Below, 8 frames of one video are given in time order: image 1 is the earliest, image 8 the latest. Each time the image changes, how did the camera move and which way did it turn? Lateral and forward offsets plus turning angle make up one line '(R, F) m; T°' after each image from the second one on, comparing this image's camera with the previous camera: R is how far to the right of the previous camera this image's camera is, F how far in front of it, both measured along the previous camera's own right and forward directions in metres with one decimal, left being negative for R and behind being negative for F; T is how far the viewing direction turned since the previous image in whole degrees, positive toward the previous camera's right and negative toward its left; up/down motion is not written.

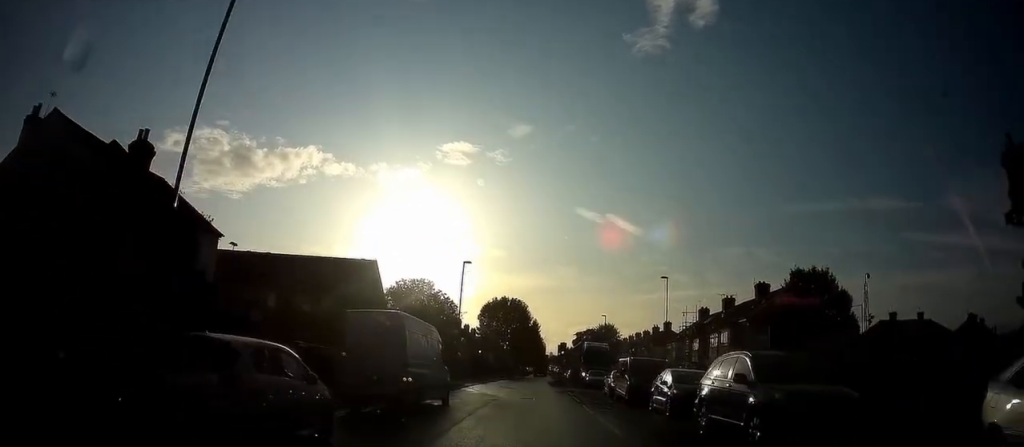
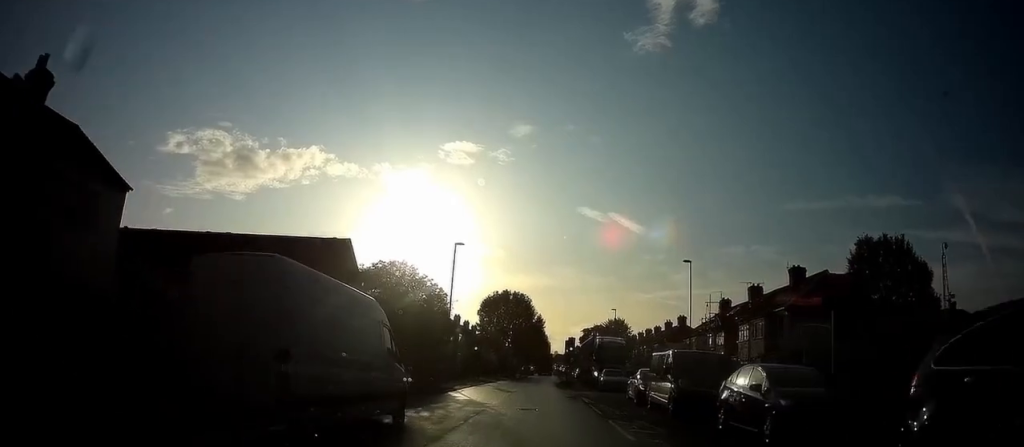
(0.0, +7.4) m; 0°
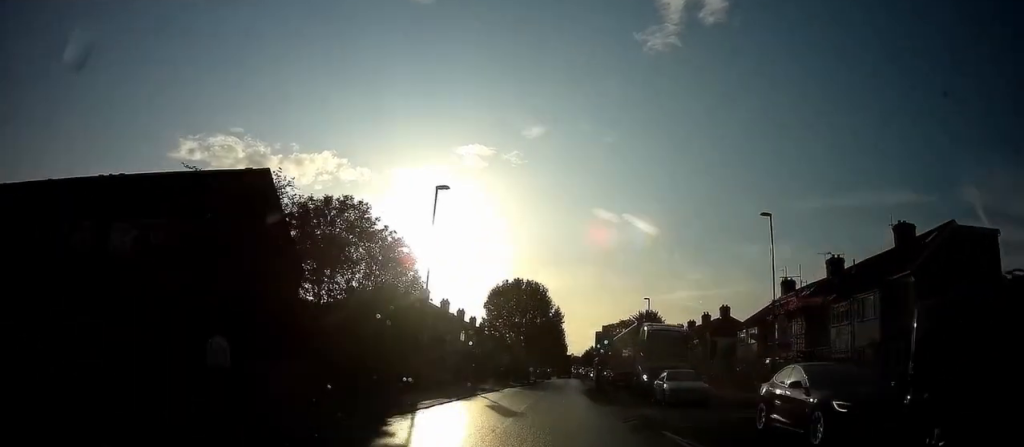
(0.0, +14.5) m; 0°
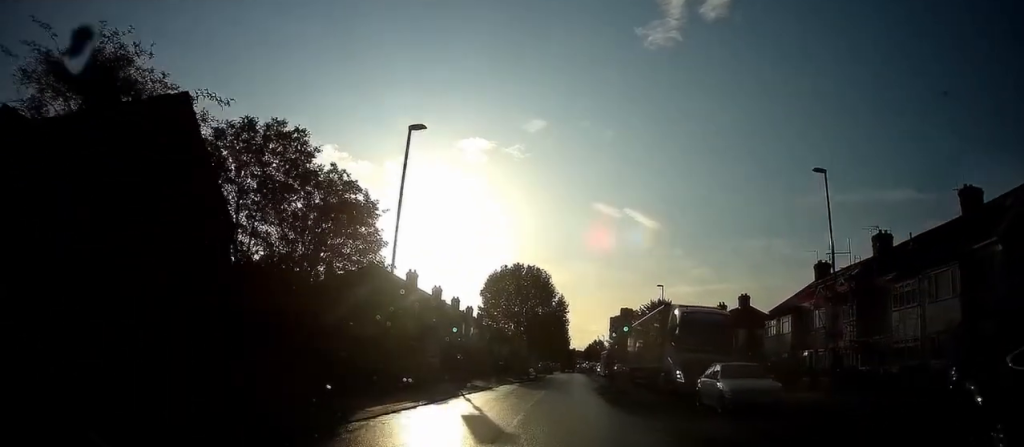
(0.0, +6.9) m; +1°
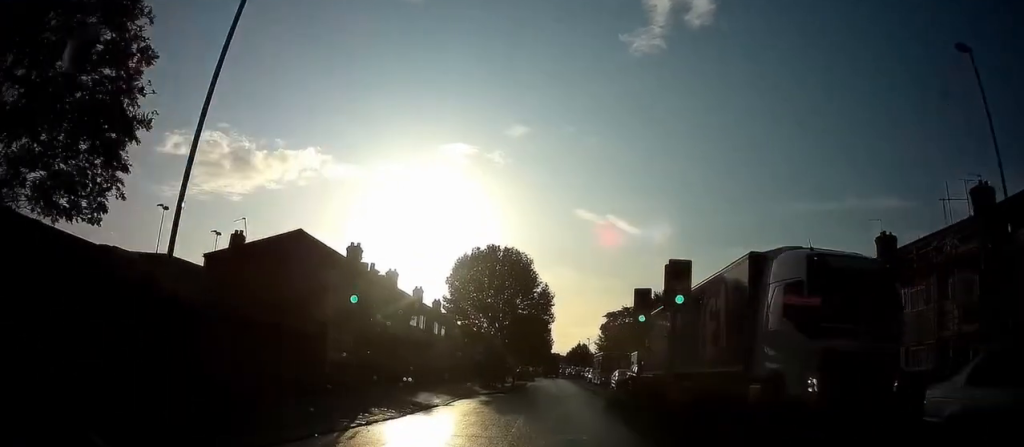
(+0.2, +12.7) m; +1°
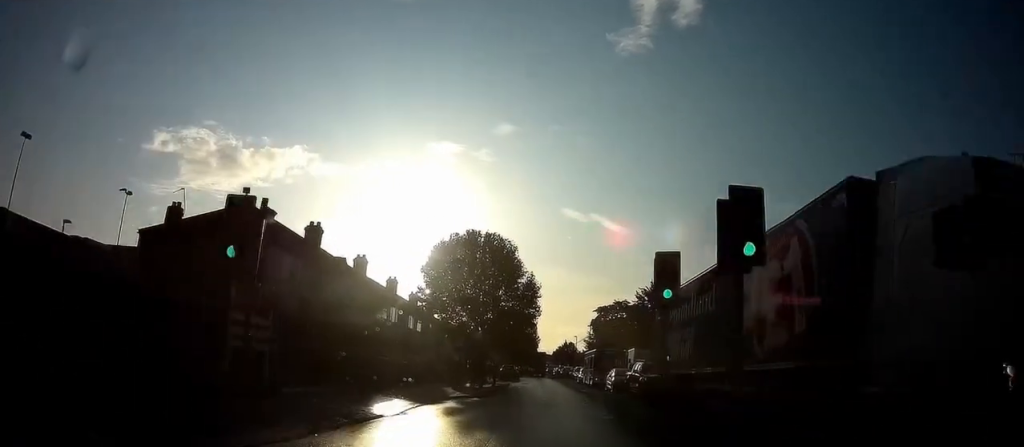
(0.0, +5.4) m; 0°
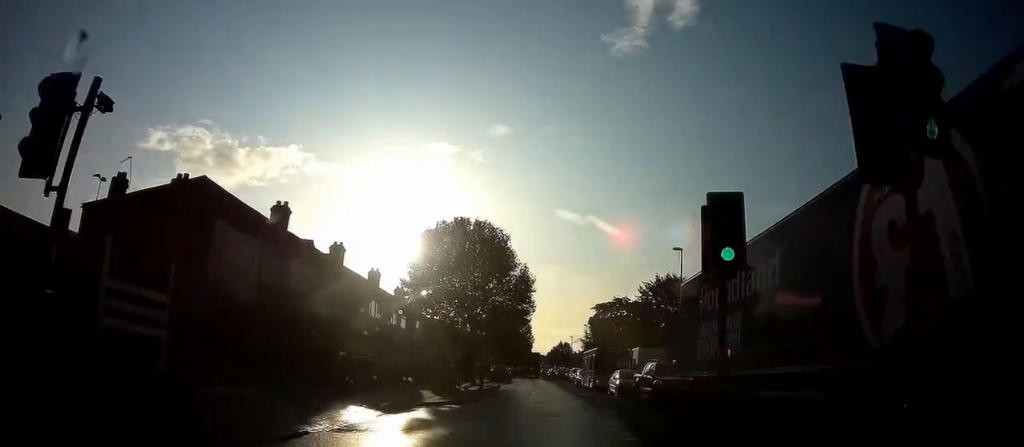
(0.0, +4.4) m; 0°
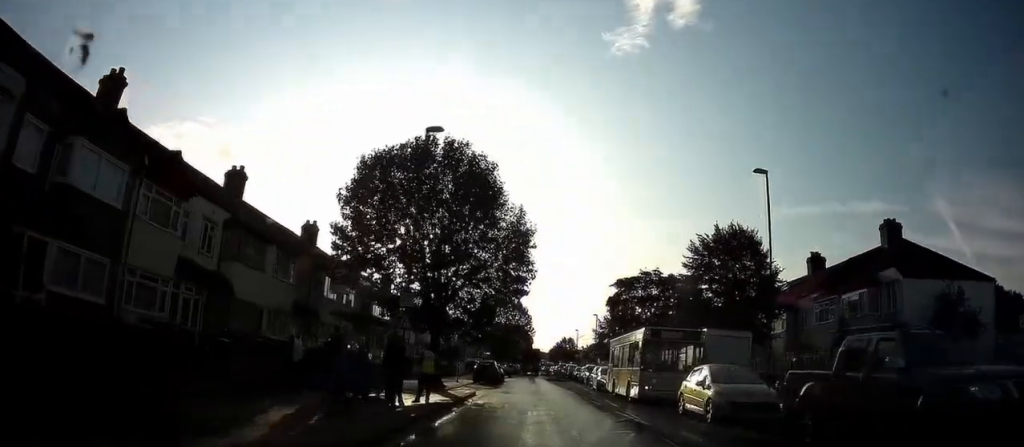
(+0.2, +16.0) m; +1°
